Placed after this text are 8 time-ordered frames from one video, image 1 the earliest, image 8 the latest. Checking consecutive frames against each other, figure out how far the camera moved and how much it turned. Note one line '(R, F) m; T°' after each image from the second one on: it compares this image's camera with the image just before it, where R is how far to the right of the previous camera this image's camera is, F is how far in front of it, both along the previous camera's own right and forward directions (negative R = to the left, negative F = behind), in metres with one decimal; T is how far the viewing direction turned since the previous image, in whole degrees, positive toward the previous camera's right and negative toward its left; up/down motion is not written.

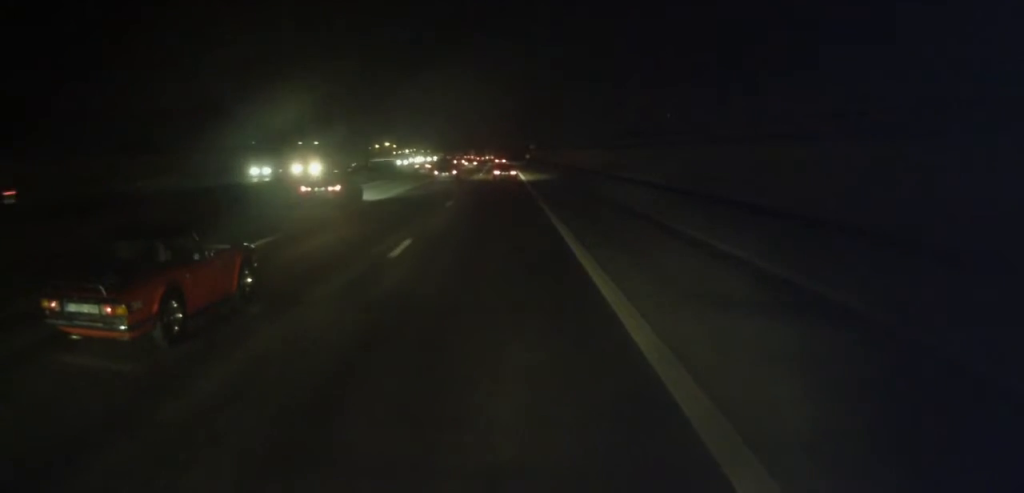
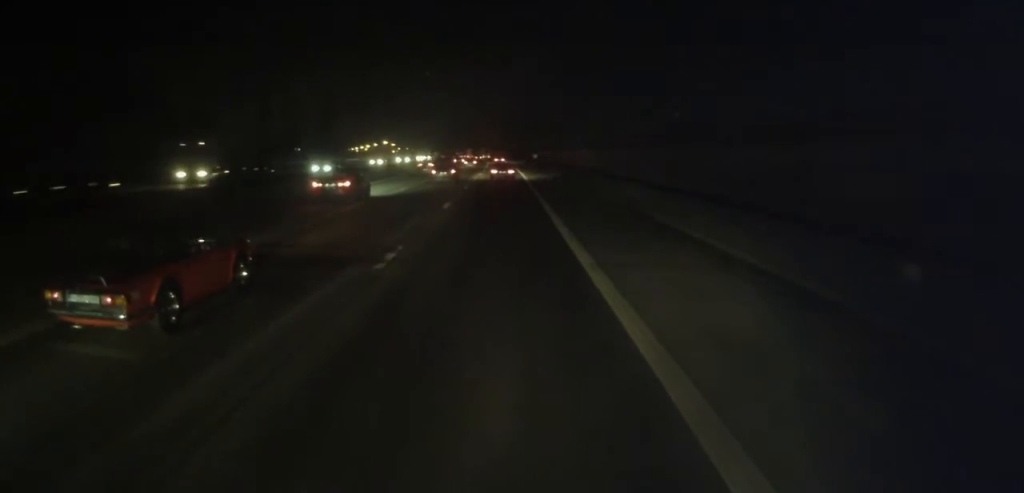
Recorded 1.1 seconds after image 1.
(+0.4, +25.8) m; 0°
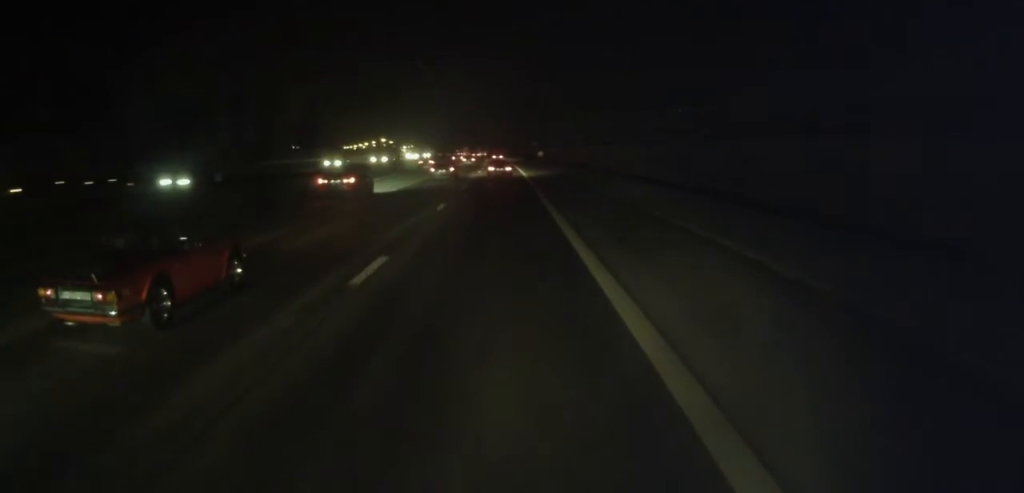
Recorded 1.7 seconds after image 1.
(-0.2, +14.1) m; 0°
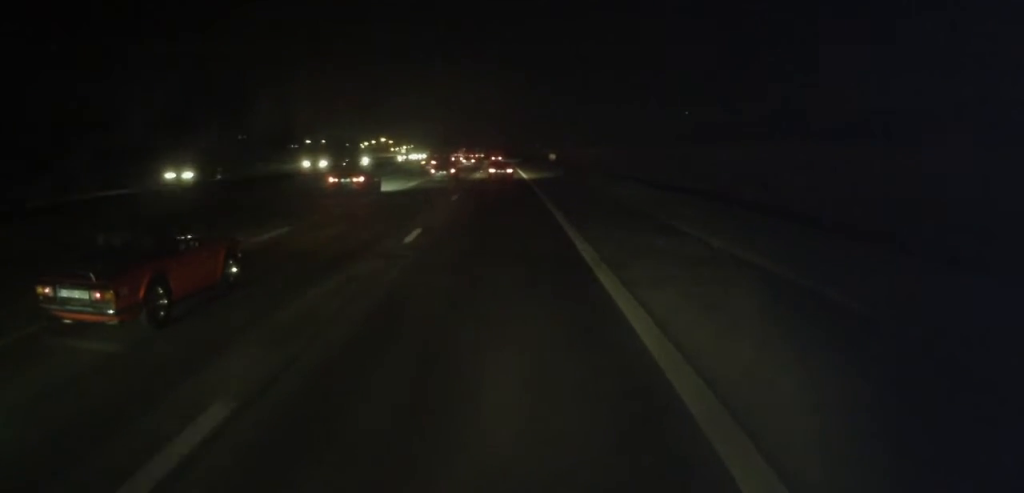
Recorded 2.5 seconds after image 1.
(0.0, +19.5) m; 0°
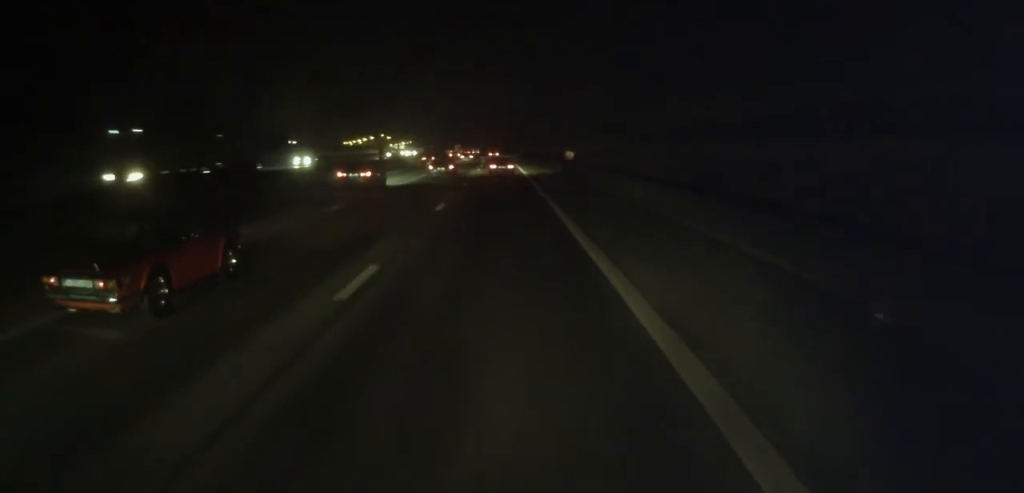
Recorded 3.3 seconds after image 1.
(+0.1, +18.7) m; 0°
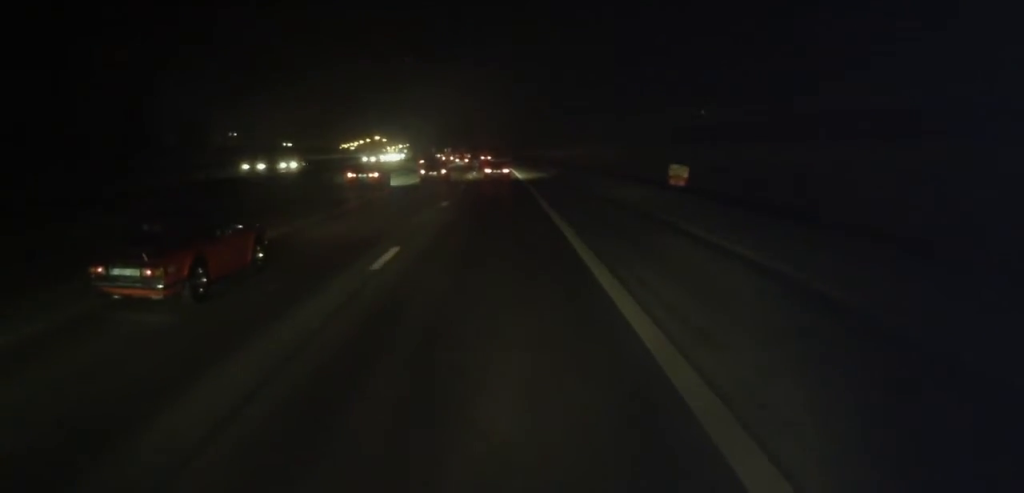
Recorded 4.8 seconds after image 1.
(-0.1, +34.9) m; 0°
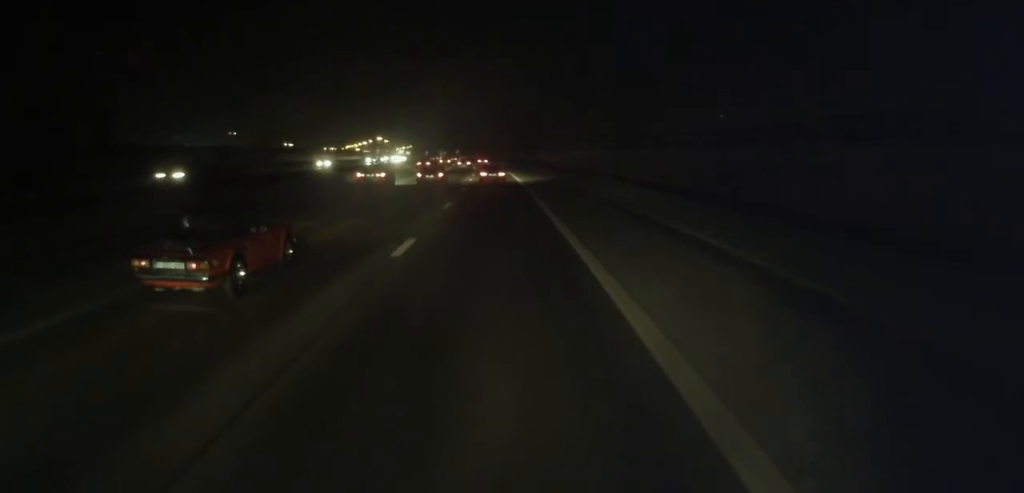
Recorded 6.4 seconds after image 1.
(-0.3, +35.3) m; 0°
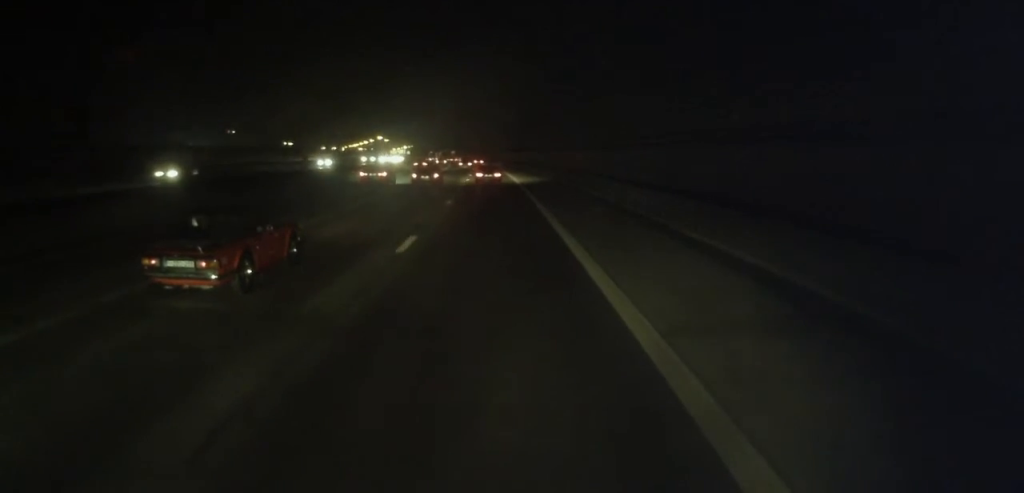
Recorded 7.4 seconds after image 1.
(+0.3, +23.6) m; 0°
